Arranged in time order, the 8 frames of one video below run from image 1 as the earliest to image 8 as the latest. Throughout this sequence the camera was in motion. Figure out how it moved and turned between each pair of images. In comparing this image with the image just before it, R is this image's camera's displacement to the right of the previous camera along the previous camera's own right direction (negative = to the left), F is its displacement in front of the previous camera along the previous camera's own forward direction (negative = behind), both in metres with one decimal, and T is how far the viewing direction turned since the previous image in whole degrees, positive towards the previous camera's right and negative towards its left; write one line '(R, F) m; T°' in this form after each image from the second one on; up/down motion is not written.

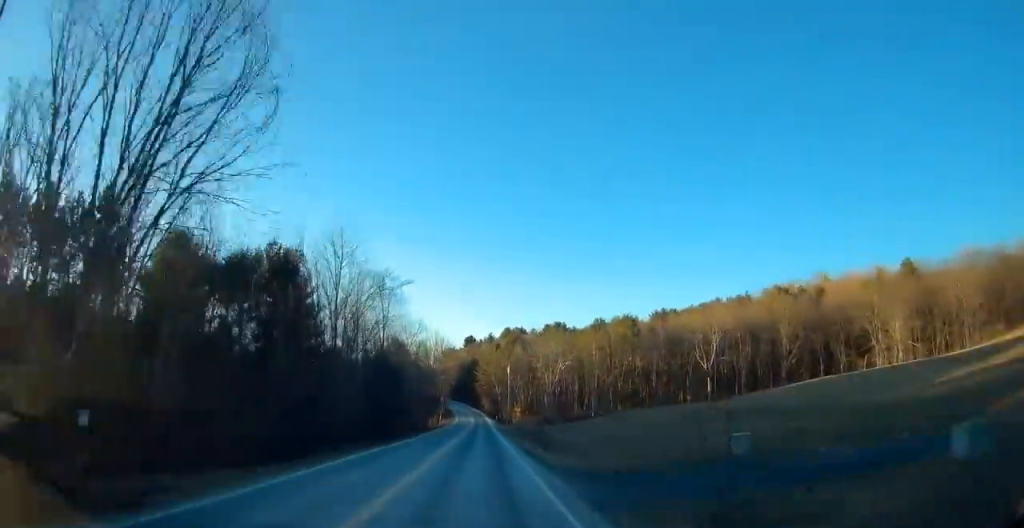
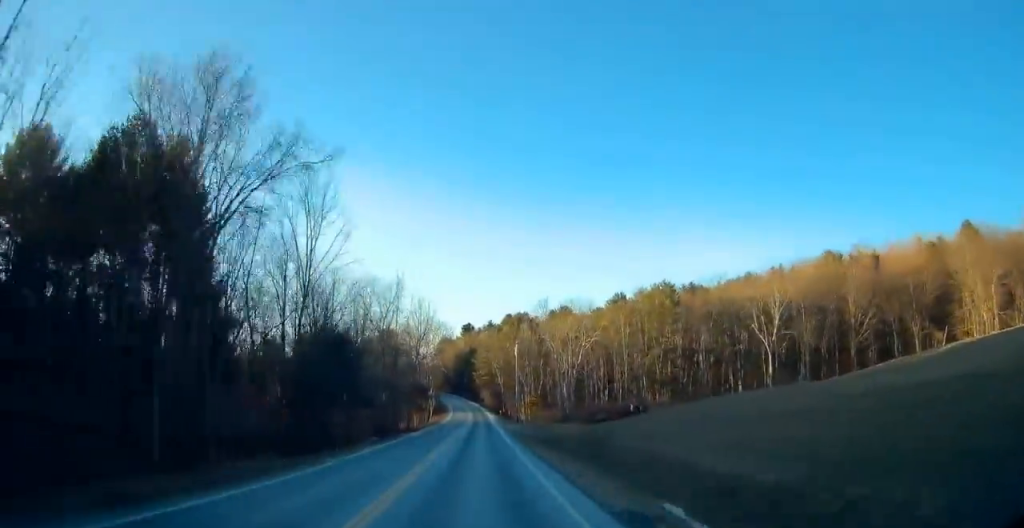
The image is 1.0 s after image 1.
(+0.3, +25.1) m; 0°
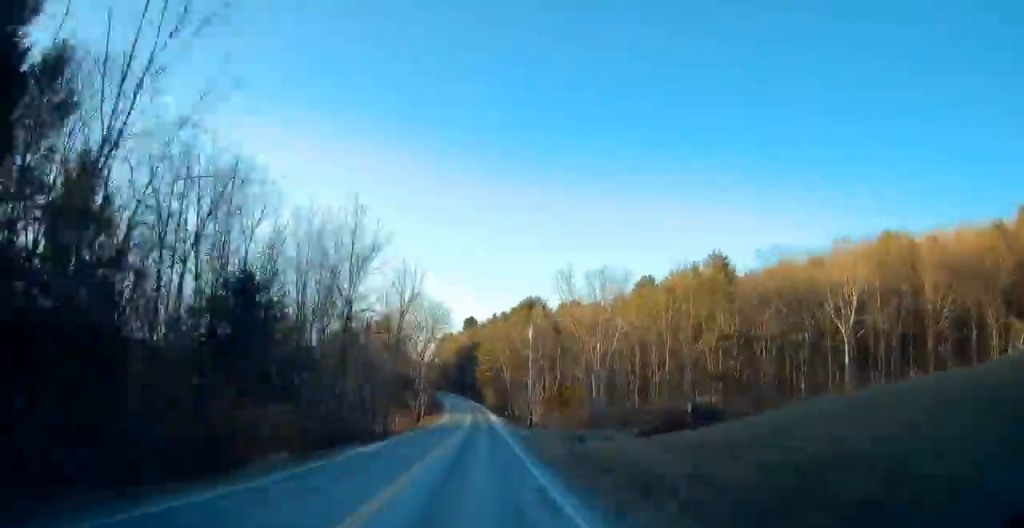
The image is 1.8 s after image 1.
(0.0, +19.5) m; -1°
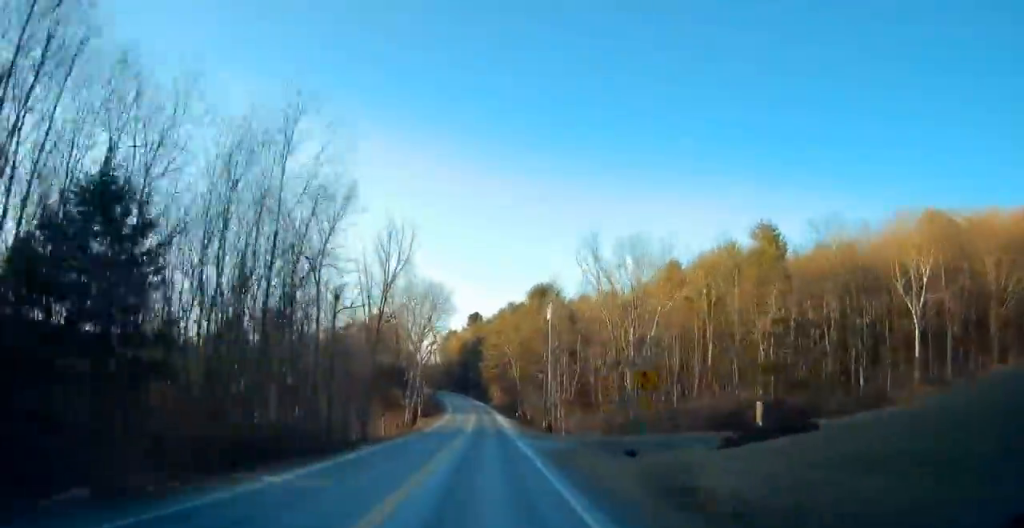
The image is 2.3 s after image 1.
(-0.1, +12.6) m; 0°
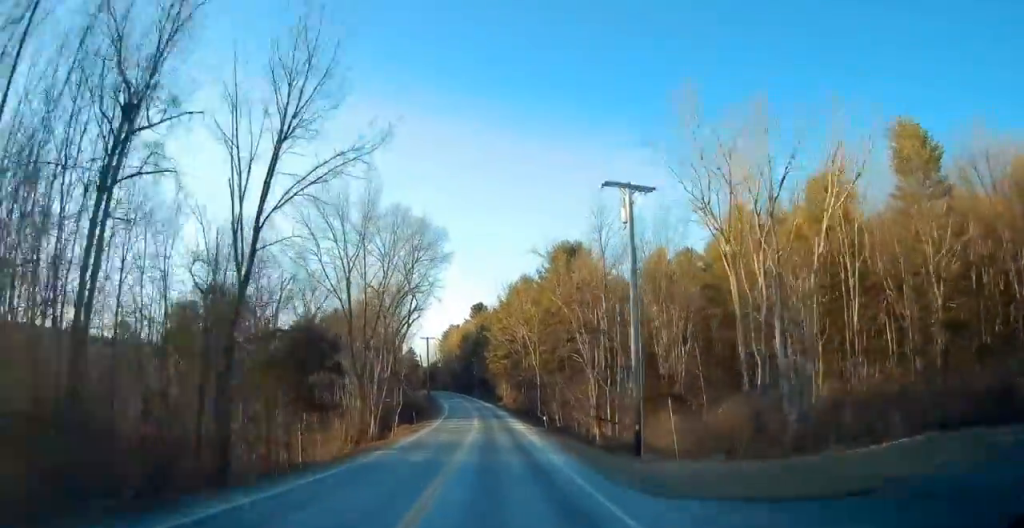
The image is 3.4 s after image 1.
(-0.1, +25.7) m; 0°
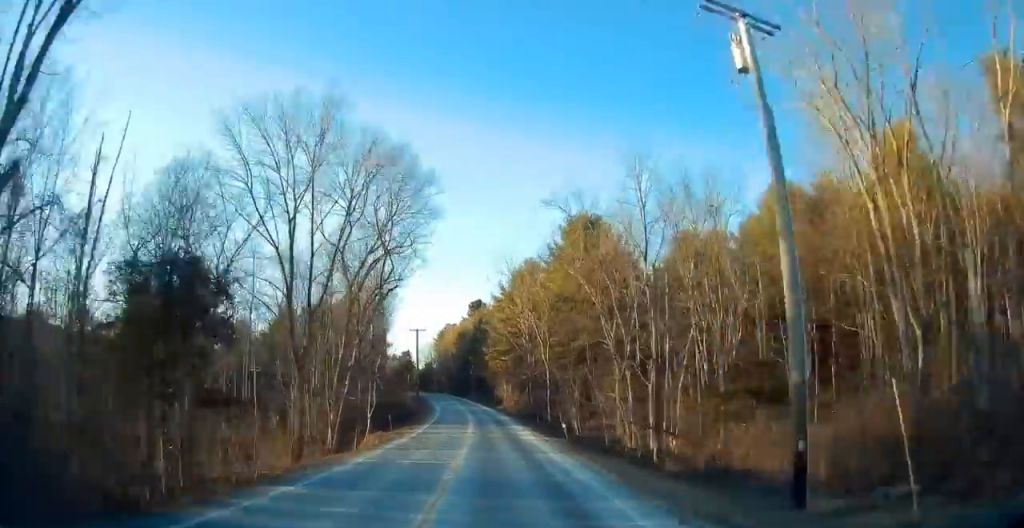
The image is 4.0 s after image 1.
(0.0, +12.4) m; 0°
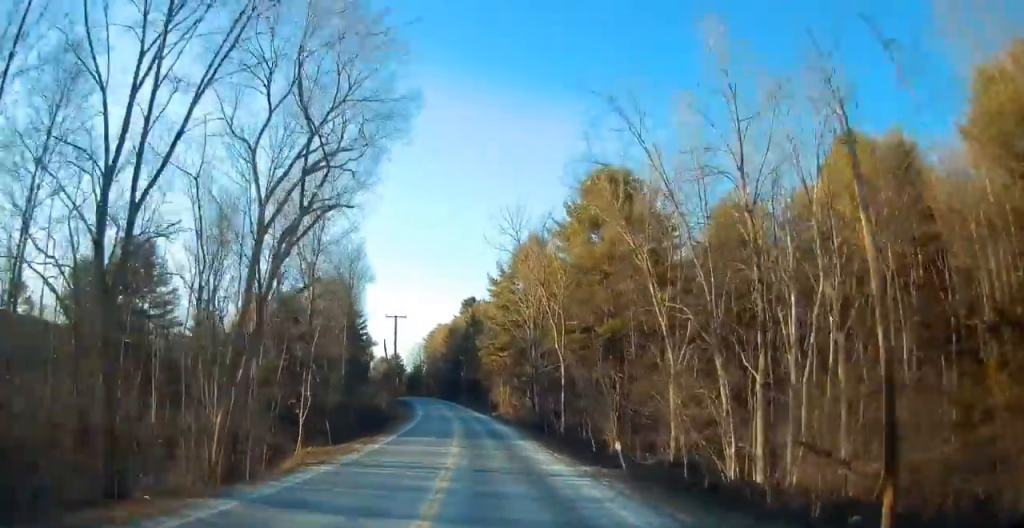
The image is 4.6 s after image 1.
(+0.1, +14.8) m; 0°
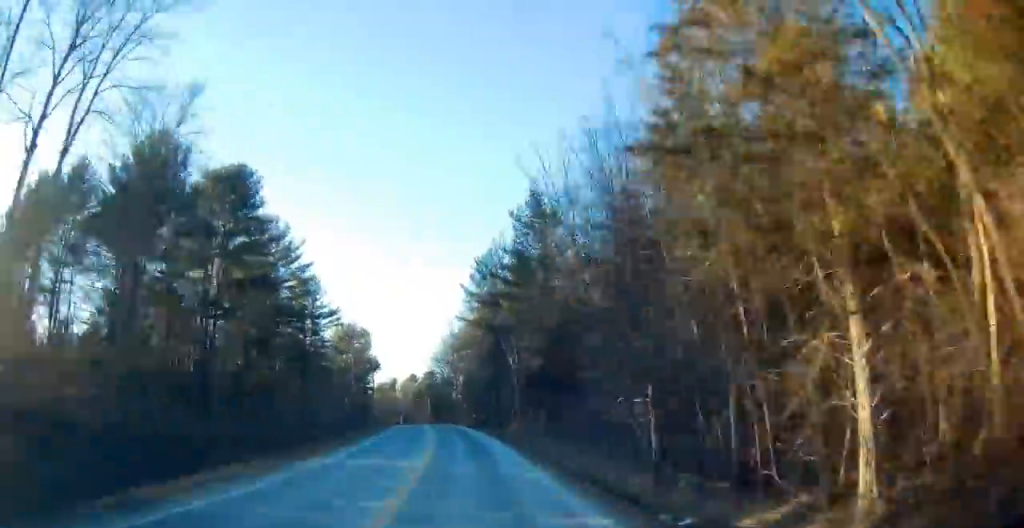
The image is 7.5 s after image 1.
(-2.5, +67.5) m; -6°
